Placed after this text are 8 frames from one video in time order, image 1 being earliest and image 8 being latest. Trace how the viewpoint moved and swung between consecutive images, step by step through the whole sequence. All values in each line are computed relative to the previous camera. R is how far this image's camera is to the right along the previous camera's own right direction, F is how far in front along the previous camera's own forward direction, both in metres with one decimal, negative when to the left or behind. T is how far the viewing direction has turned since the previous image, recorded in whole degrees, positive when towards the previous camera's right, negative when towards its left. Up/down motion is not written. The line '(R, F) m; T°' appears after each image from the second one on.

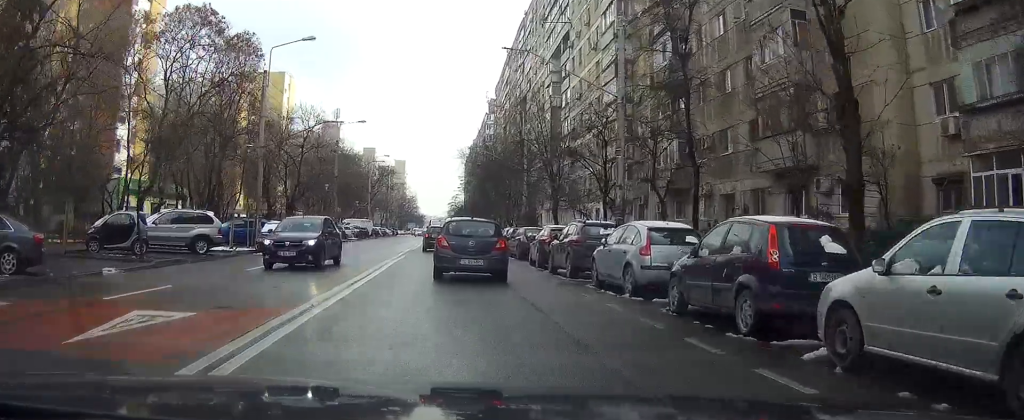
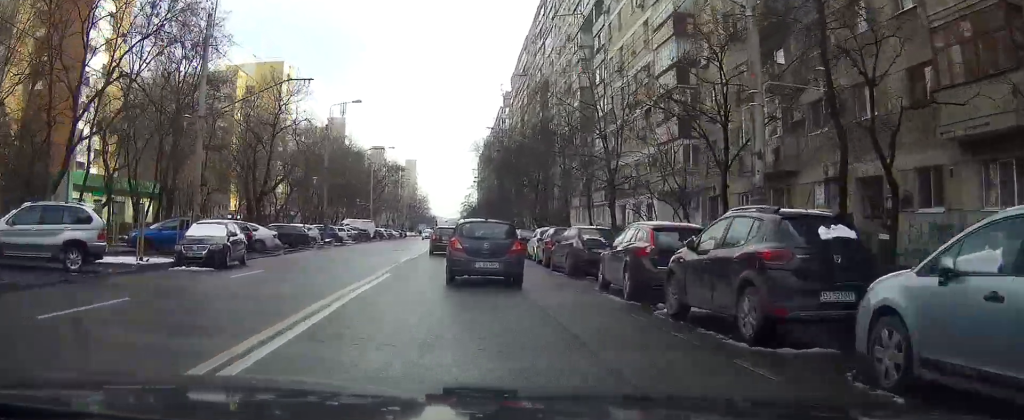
(+0.1, +11.4) m; 0°
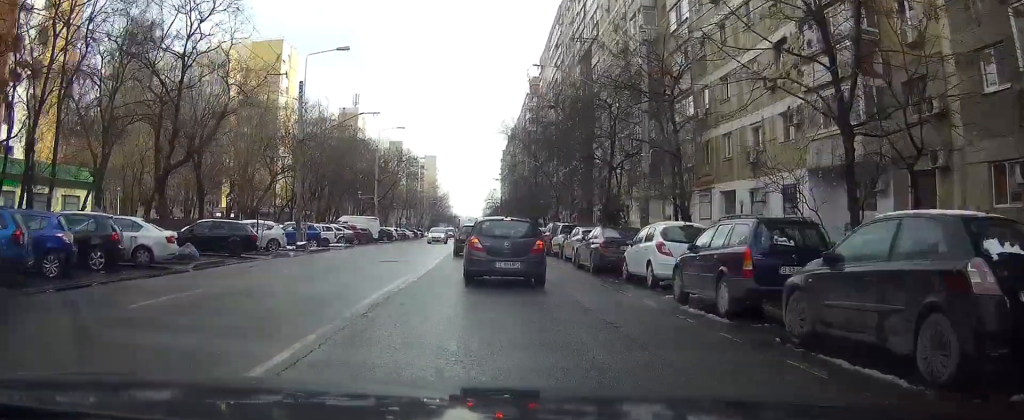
(-0.3, +16.1) m; -2°
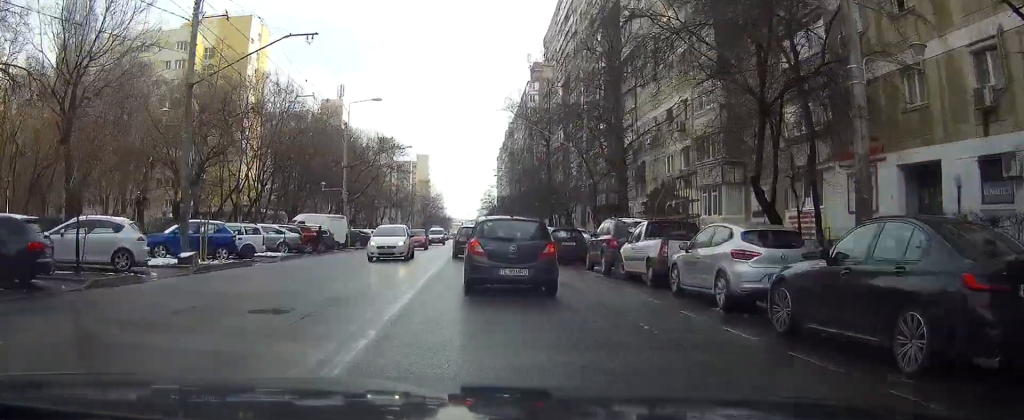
(-0.2, +16.0) m; 0°
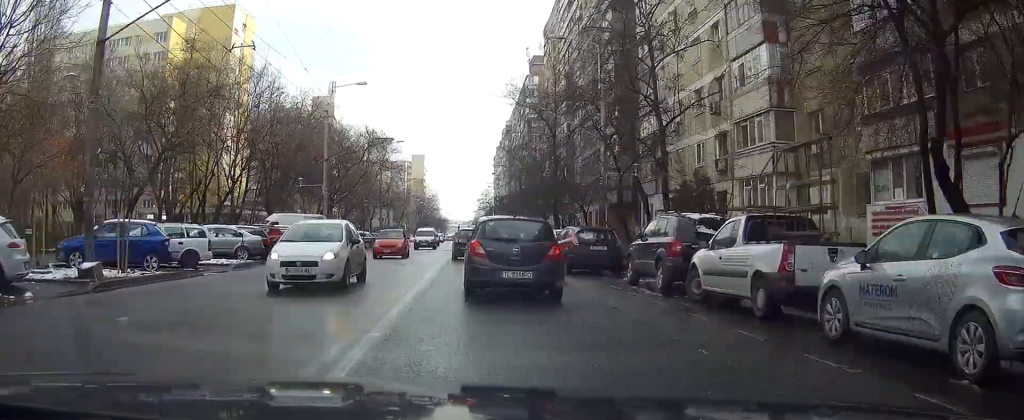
(+0.1, +6.3) m; 0°
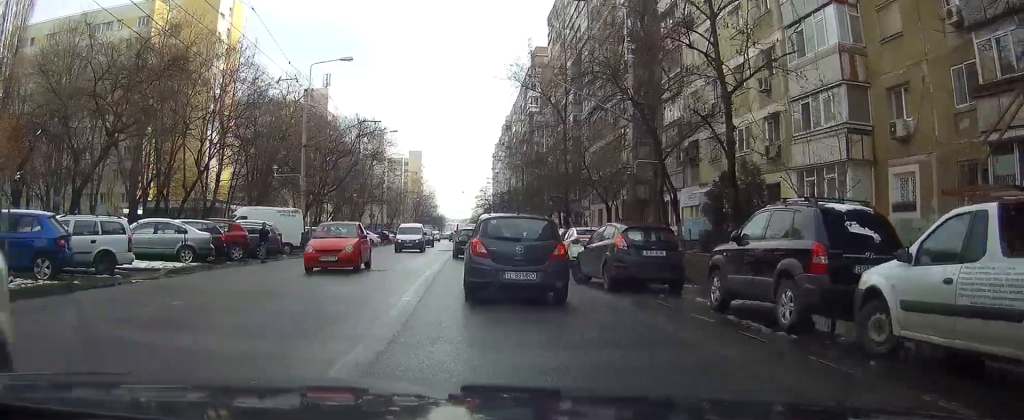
(-0.1, +5.9) m; 0°
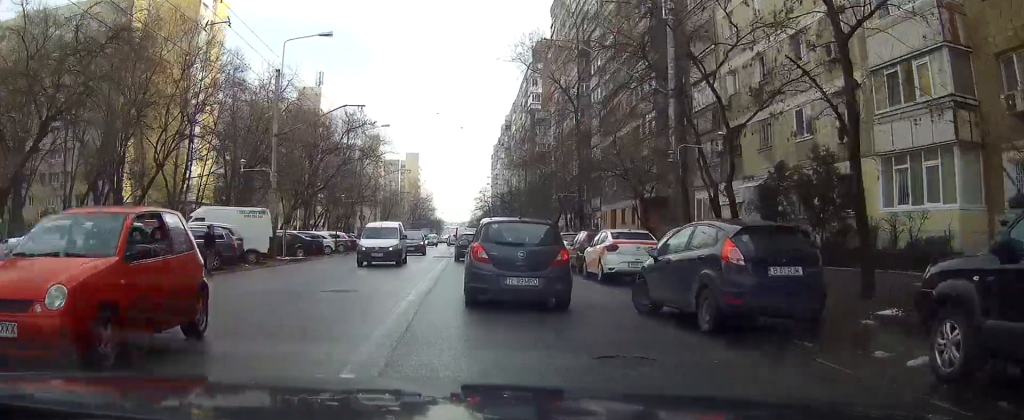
(0.0, +5.9) m; 0°
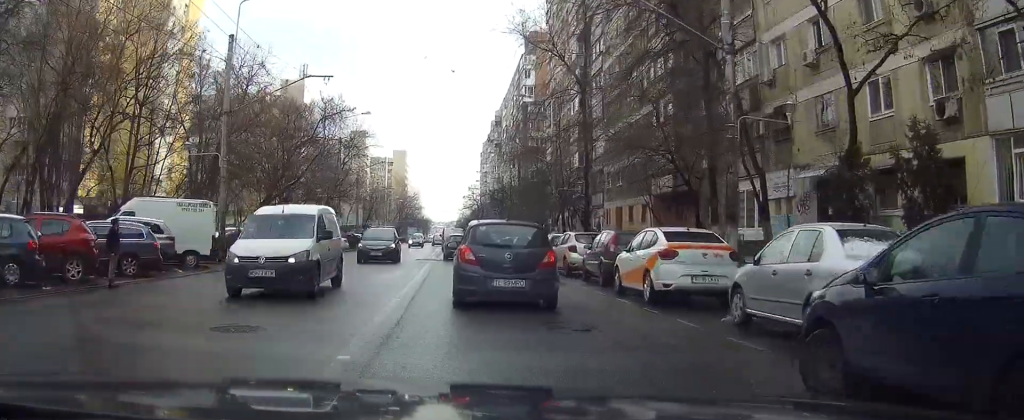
(0.0, +5.6) m; +1°
